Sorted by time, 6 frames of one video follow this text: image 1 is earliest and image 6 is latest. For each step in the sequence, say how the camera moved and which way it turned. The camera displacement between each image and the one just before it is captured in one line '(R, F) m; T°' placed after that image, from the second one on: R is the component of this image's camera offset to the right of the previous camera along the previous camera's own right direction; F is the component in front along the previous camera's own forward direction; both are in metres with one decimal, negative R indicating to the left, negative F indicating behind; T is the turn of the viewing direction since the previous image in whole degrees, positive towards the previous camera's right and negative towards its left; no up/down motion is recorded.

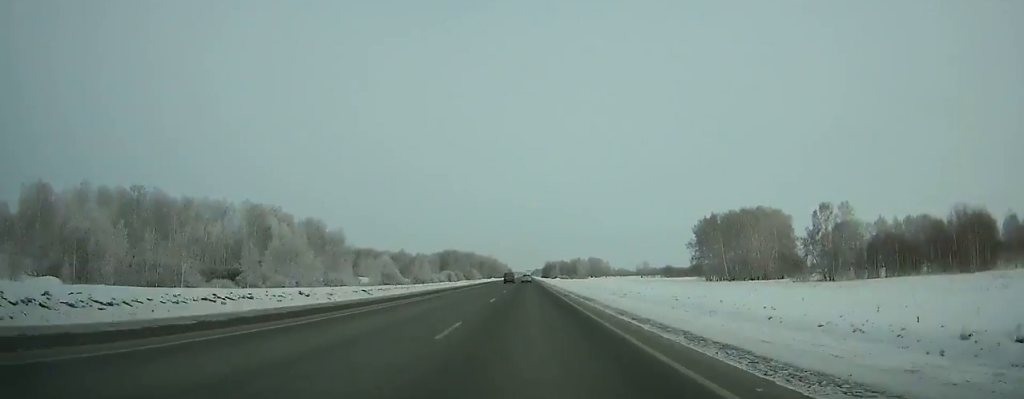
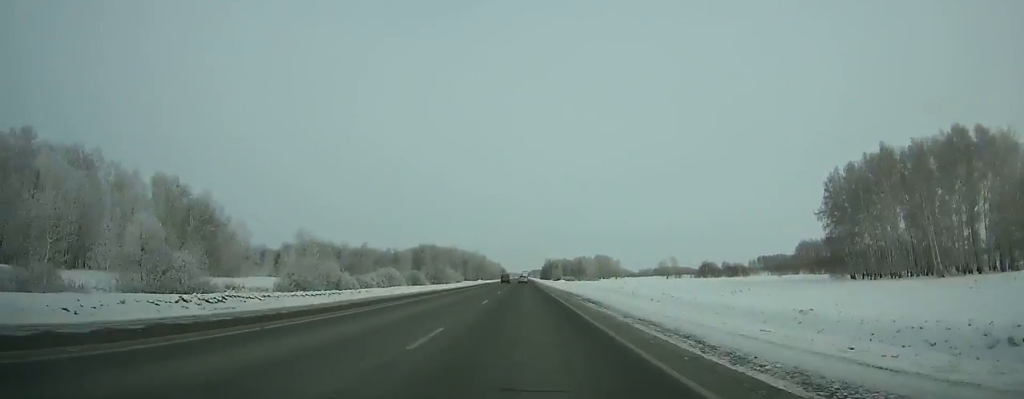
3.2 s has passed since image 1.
(+0.2, +97.5) m; 0°
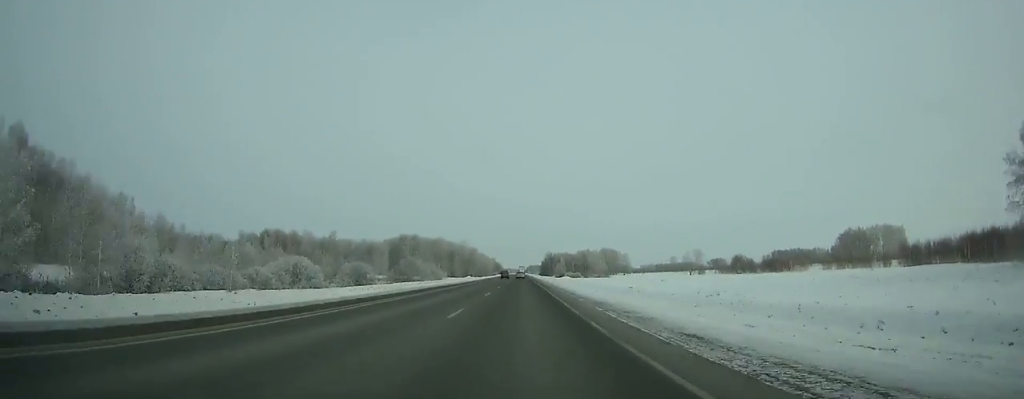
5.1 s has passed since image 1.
(+0.1, +57.5) m; 0°
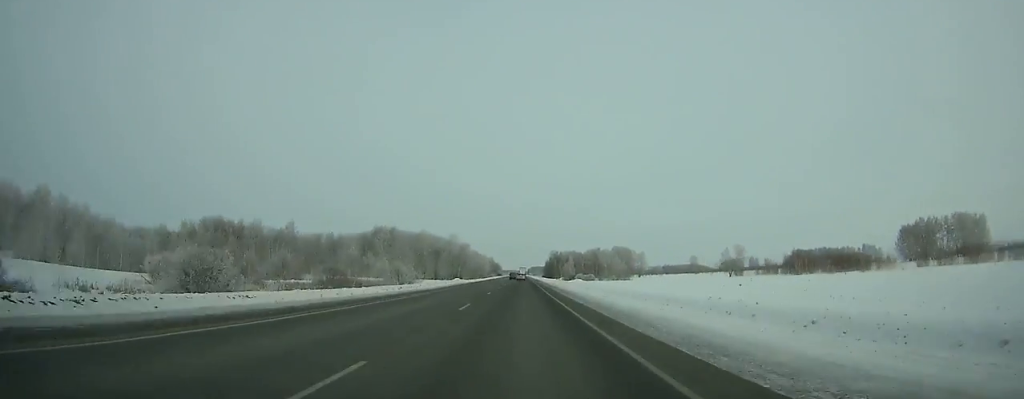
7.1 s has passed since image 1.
(-0.1, +59.4) m; 0°
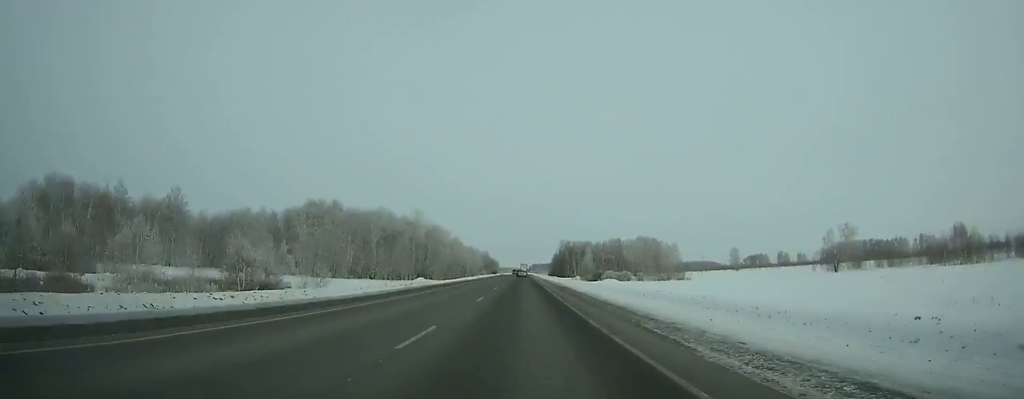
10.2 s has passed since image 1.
(-0.1, +90.6) m; 0°
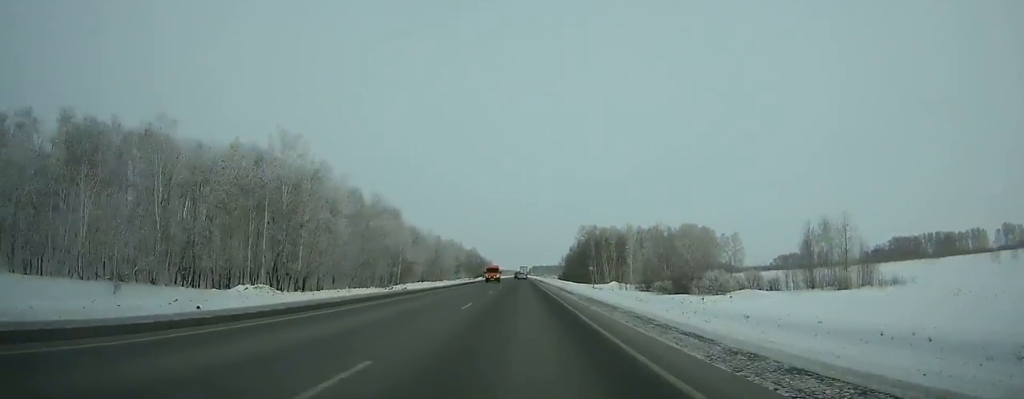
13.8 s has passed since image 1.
(0.0, +103.4) m; 0°
